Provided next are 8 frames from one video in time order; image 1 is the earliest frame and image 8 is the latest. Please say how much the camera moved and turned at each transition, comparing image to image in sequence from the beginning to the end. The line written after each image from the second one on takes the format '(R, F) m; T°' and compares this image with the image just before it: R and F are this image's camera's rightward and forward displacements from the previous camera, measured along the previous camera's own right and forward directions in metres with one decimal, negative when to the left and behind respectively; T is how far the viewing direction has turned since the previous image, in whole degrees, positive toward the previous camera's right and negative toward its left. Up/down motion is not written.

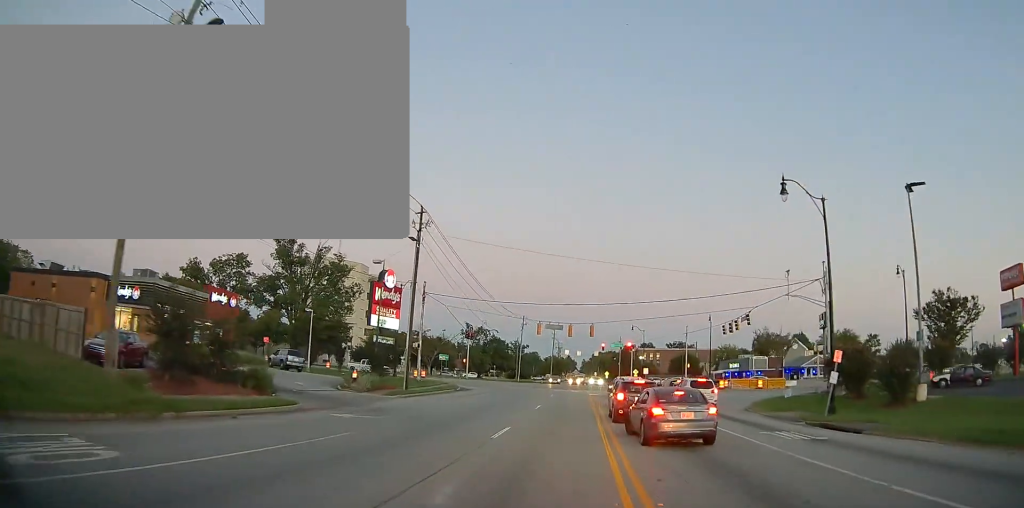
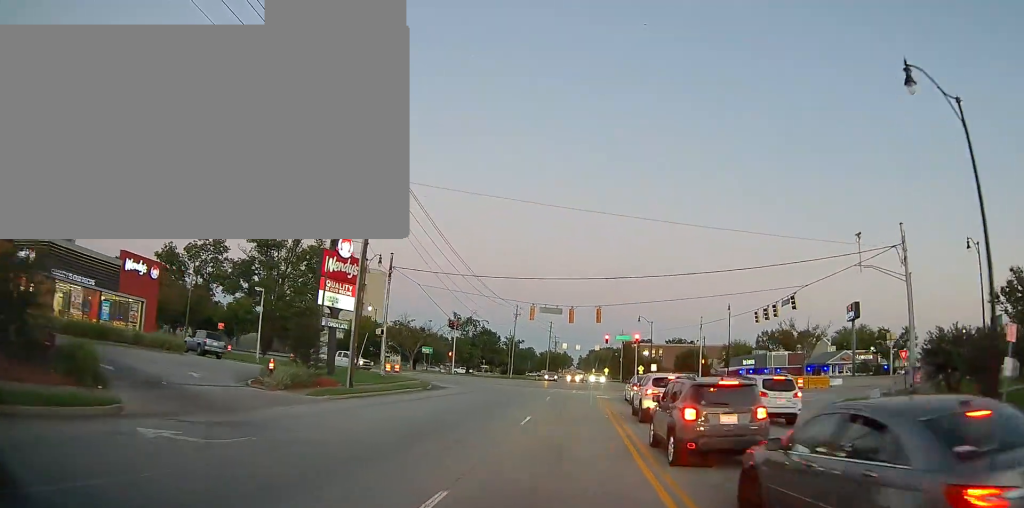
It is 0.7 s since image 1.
(0.0, +9.9) m; +1°
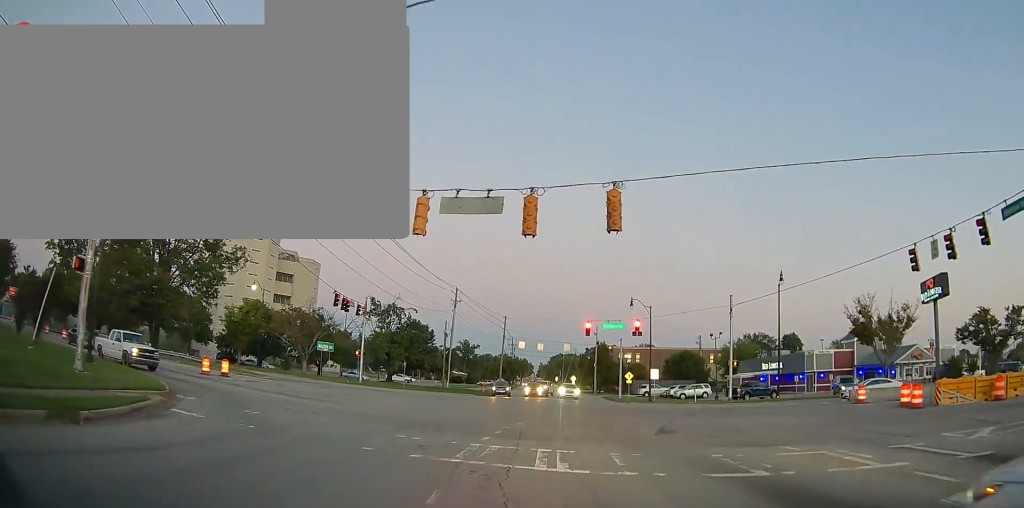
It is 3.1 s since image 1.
(+0.6, +27.3) m; +3°
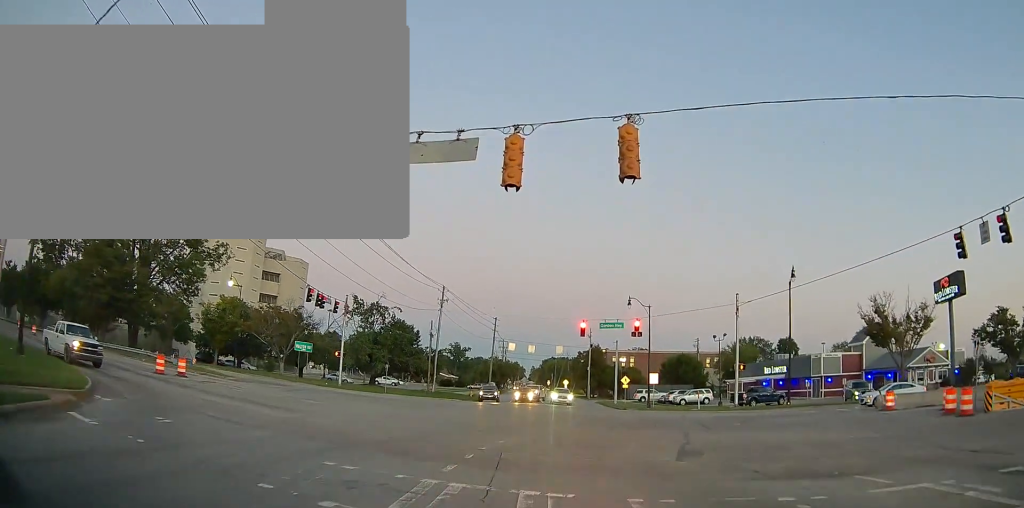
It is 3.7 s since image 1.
(+0.1, +4.4) m; +1°
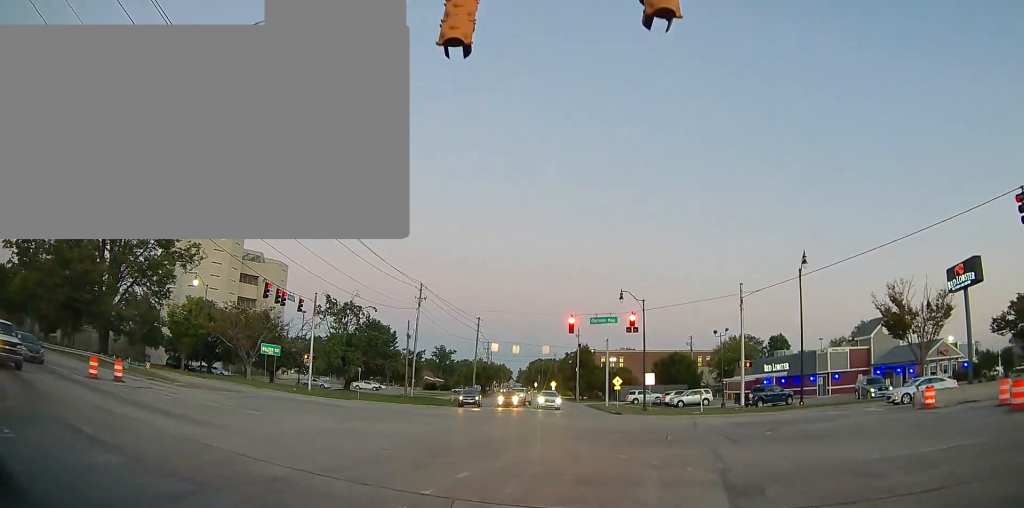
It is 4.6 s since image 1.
(-0.1, +5.0) m; +1°
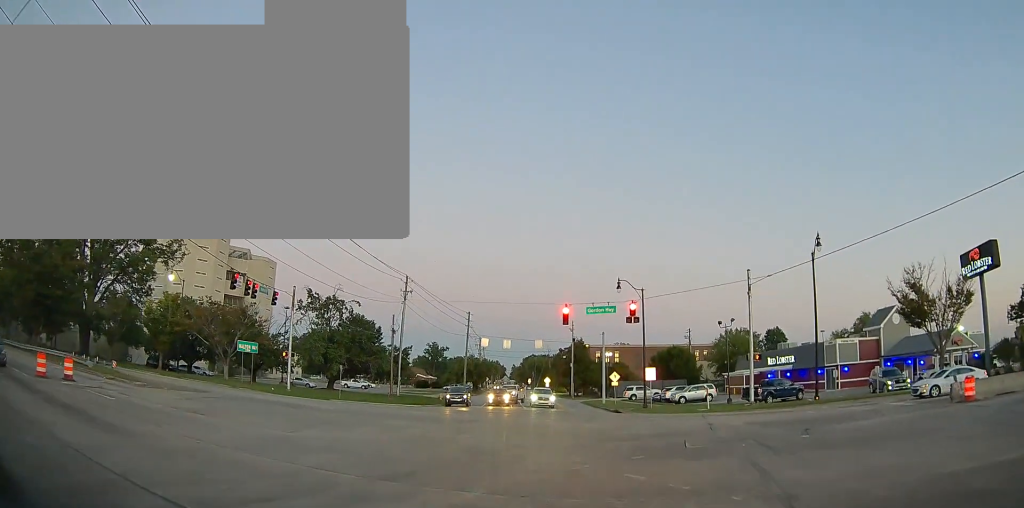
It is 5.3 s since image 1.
(+0.2, +2.9) m; -2°
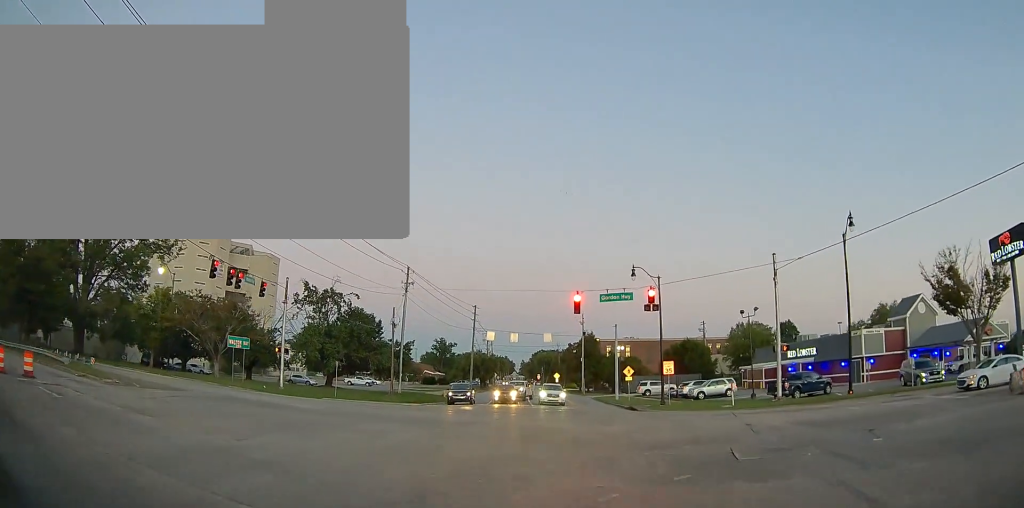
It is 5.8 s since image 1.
(0.0, +2.8) m; -3°
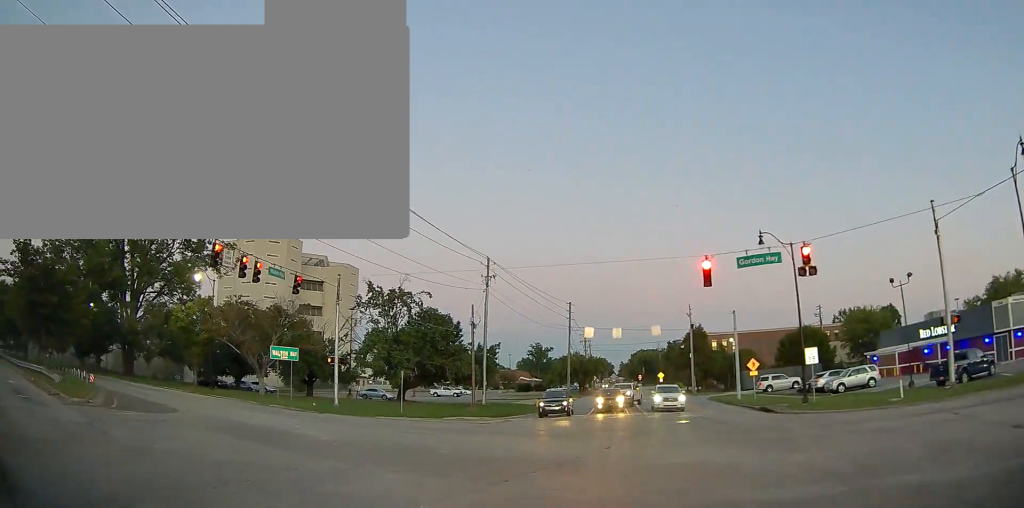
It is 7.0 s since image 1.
(-0.8, +7.3) m; -12°
